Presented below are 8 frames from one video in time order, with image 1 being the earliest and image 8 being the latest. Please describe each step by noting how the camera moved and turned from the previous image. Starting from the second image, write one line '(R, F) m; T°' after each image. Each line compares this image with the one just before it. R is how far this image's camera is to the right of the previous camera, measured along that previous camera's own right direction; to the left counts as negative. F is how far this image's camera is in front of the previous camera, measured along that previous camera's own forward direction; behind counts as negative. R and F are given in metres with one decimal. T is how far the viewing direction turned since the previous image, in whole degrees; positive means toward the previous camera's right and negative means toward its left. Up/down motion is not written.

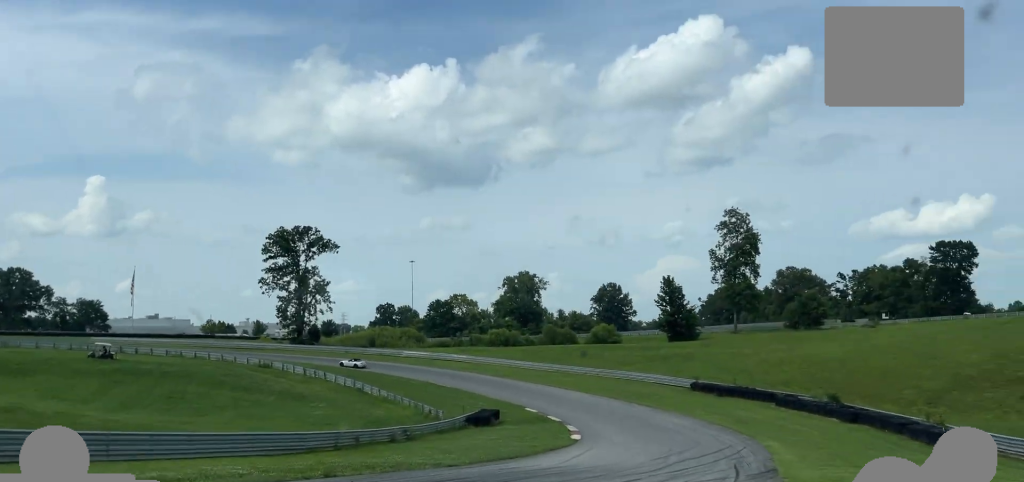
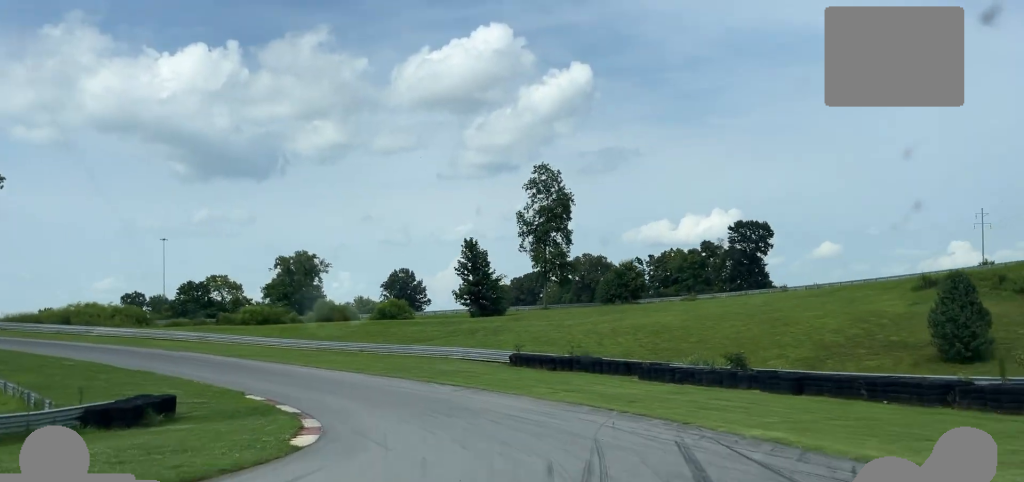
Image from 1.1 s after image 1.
(+3.7, +27.9) m; +6°
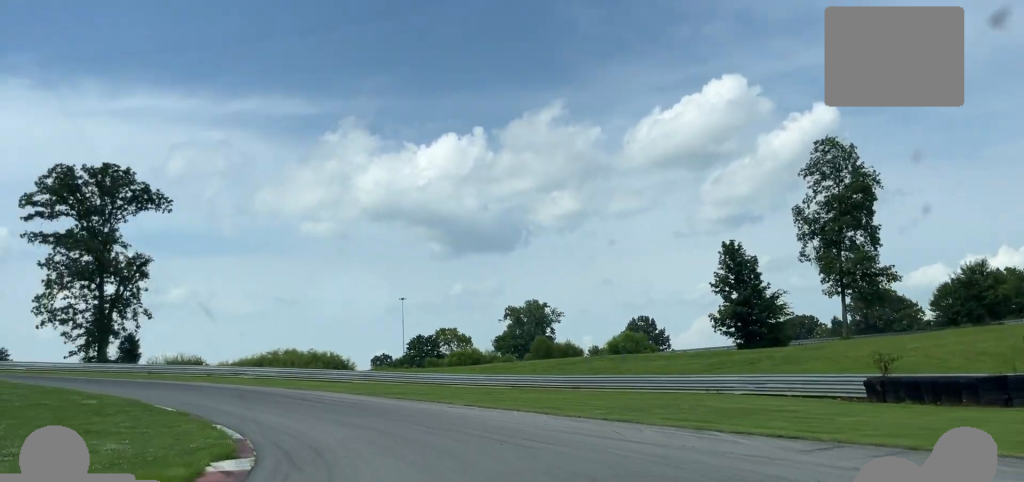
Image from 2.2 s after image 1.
(-1.4, +27.8) m; -14°
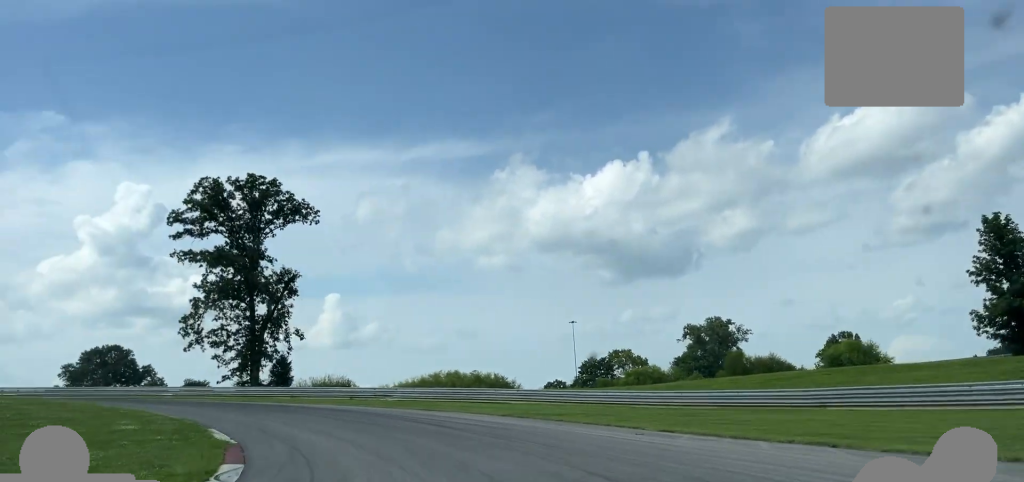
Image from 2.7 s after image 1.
(0.0, +12.5) m; -11°
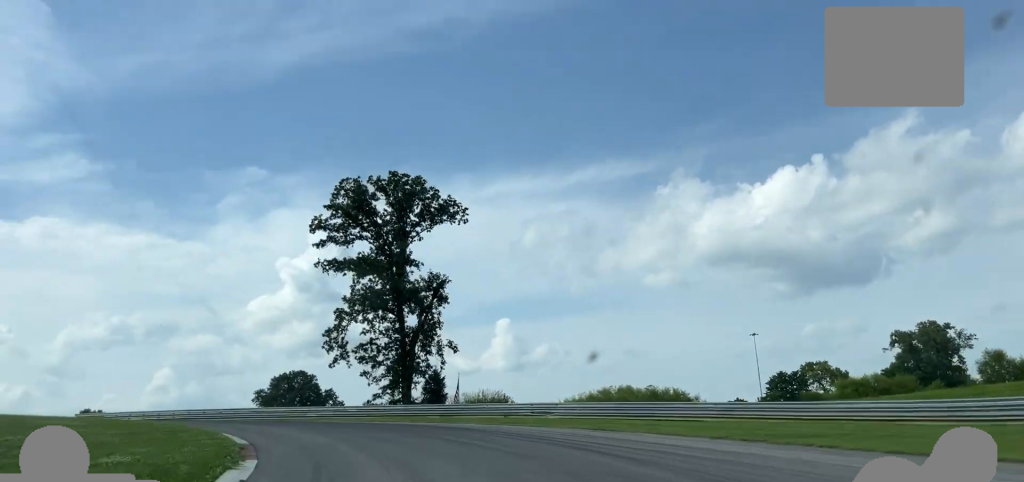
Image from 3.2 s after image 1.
(-2.0, +10.5) m; -11°
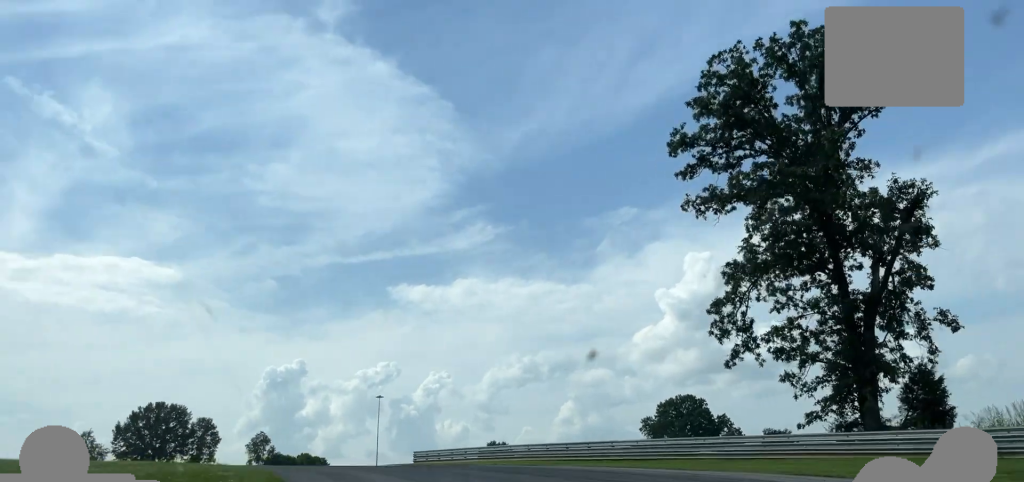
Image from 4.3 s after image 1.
(-6.3, +24.8) m; -28°
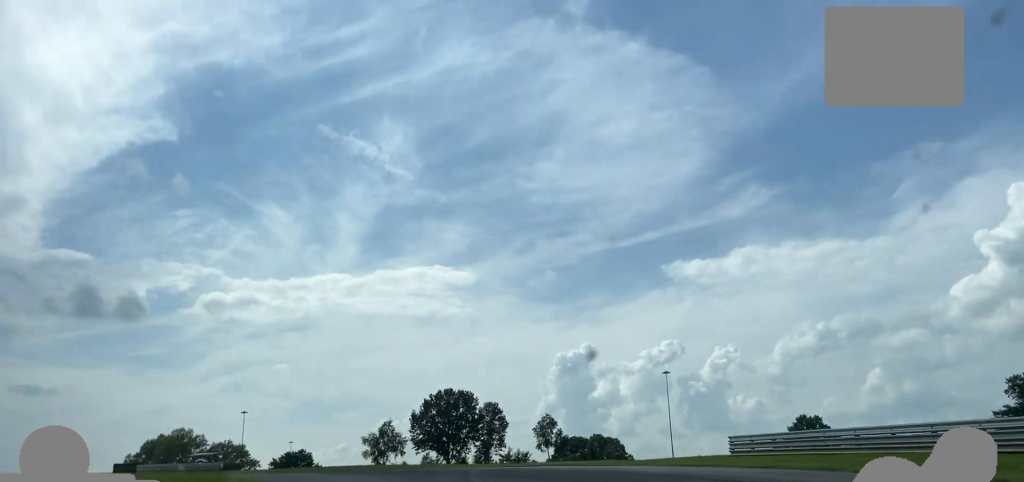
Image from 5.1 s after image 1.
(-3.7, +19.1) m; -22°
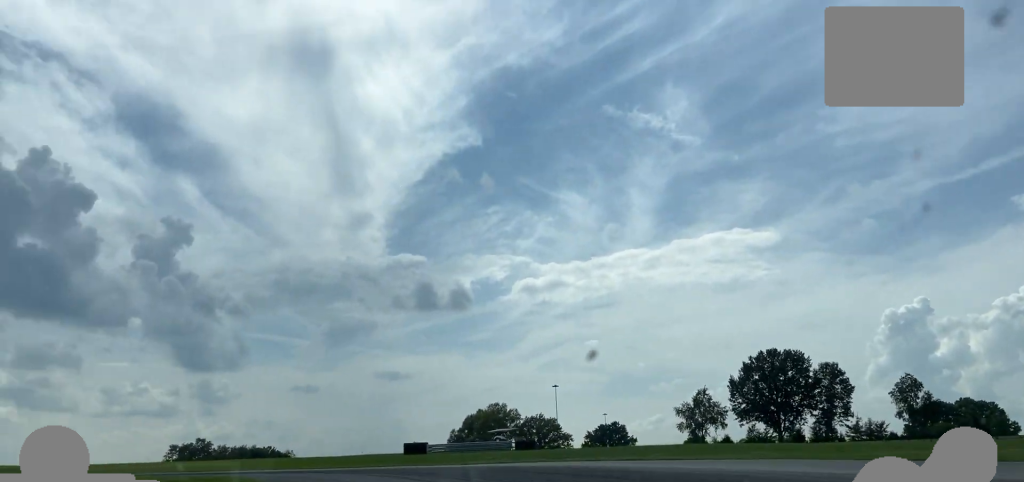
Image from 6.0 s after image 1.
(-3.7, +19.1) m; -24°
